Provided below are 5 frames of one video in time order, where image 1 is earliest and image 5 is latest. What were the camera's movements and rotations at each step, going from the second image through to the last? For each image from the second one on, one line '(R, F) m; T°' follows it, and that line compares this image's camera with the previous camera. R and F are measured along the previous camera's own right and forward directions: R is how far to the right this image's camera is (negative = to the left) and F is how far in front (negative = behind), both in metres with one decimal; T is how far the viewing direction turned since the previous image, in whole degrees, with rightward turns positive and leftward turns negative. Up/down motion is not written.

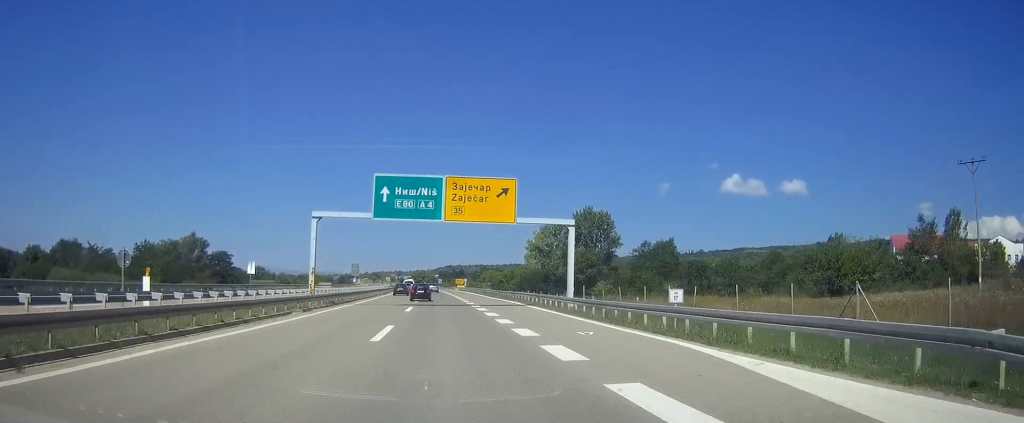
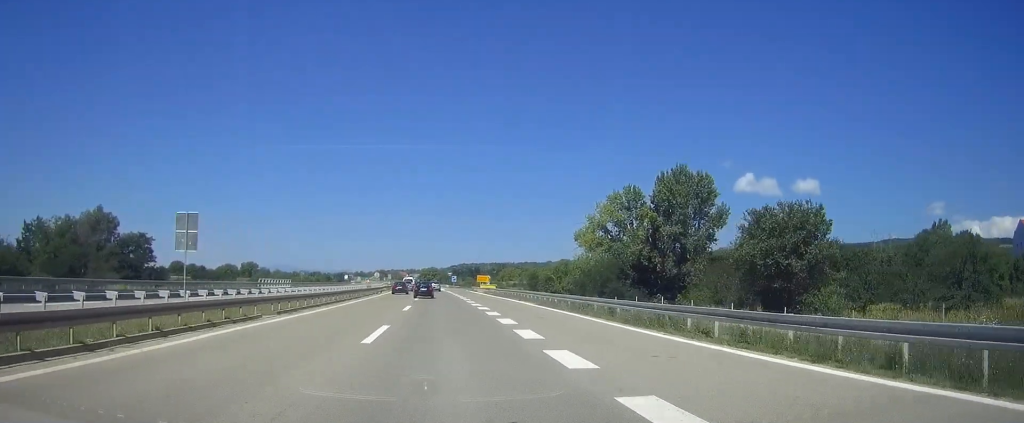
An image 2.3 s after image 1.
(-0.5, +54.8) m; -1°
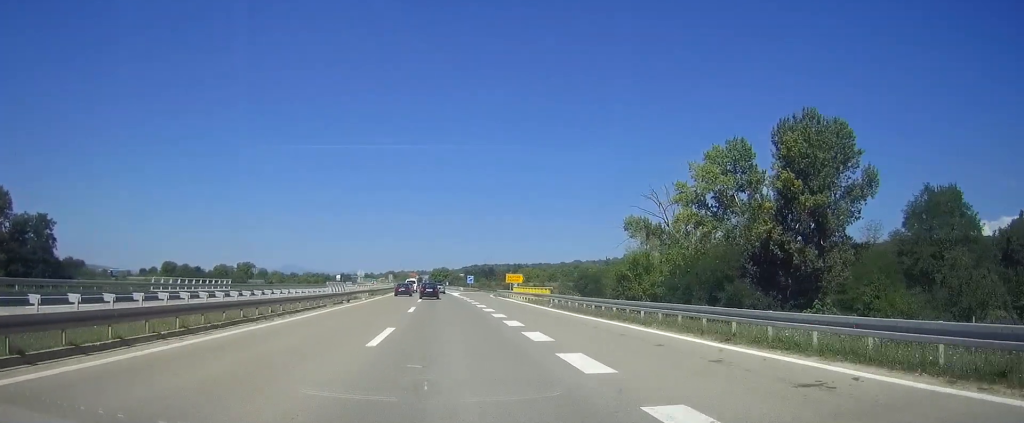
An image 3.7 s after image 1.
(-0.2, +36.6) m; -1°
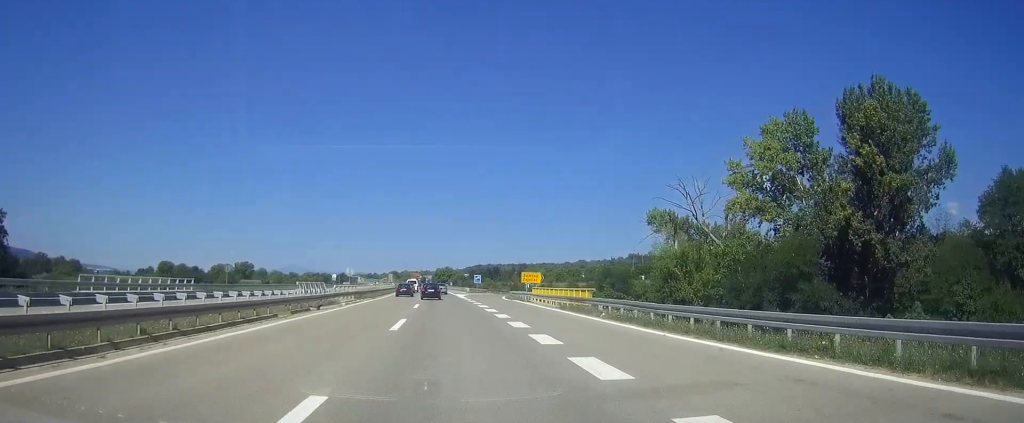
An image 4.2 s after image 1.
(0.0, +12.7) m; 0°
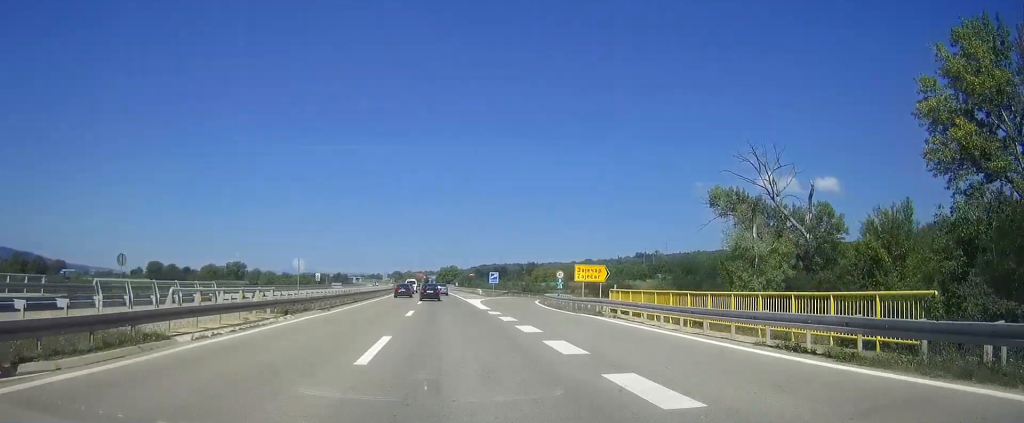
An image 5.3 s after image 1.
(-0.2, +26.5) m; -1°
